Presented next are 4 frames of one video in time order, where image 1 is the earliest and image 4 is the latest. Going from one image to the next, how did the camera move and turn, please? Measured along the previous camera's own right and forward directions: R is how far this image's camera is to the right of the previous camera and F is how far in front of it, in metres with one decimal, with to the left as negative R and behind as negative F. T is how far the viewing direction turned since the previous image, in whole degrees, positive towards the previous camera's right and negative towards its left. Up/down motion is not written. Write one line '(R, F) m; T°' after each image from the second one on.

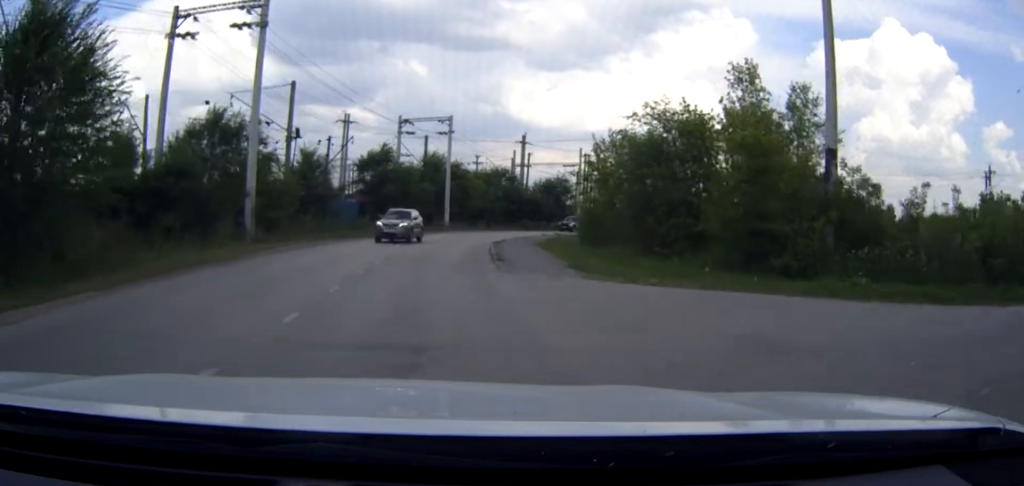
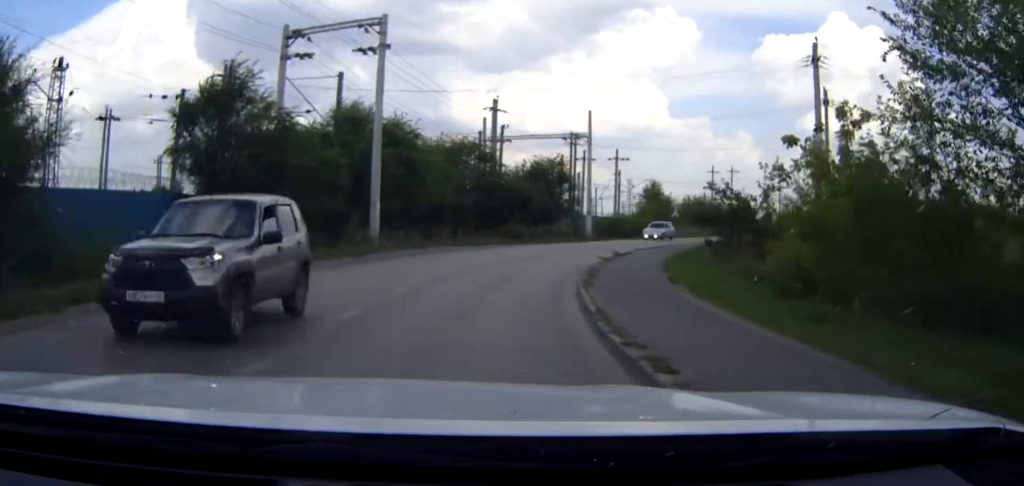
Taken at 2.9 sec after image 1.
(+0.8, +35.9) m; +6°
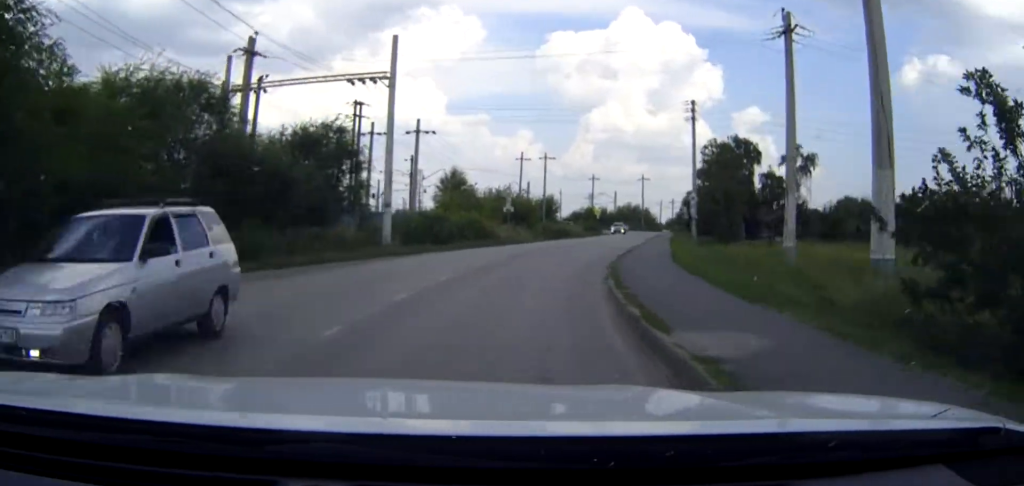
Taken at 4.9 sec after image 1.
(+2.7, +25.1) m; +14°
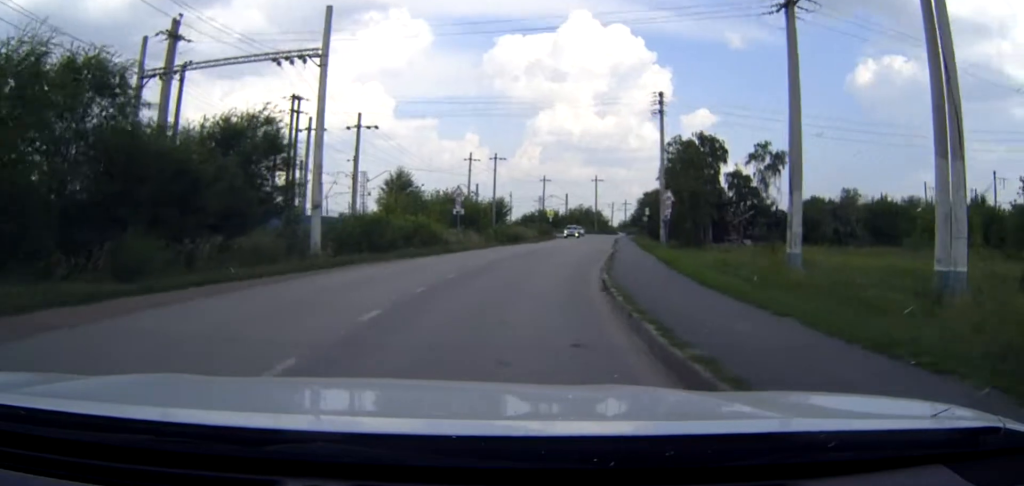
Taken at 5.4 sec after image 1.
(0.0, +5.9) m; +4°
